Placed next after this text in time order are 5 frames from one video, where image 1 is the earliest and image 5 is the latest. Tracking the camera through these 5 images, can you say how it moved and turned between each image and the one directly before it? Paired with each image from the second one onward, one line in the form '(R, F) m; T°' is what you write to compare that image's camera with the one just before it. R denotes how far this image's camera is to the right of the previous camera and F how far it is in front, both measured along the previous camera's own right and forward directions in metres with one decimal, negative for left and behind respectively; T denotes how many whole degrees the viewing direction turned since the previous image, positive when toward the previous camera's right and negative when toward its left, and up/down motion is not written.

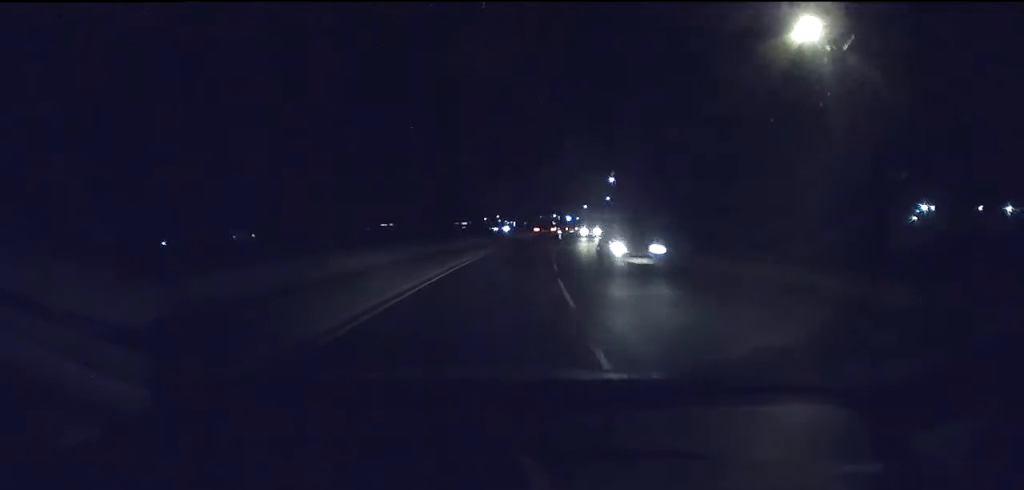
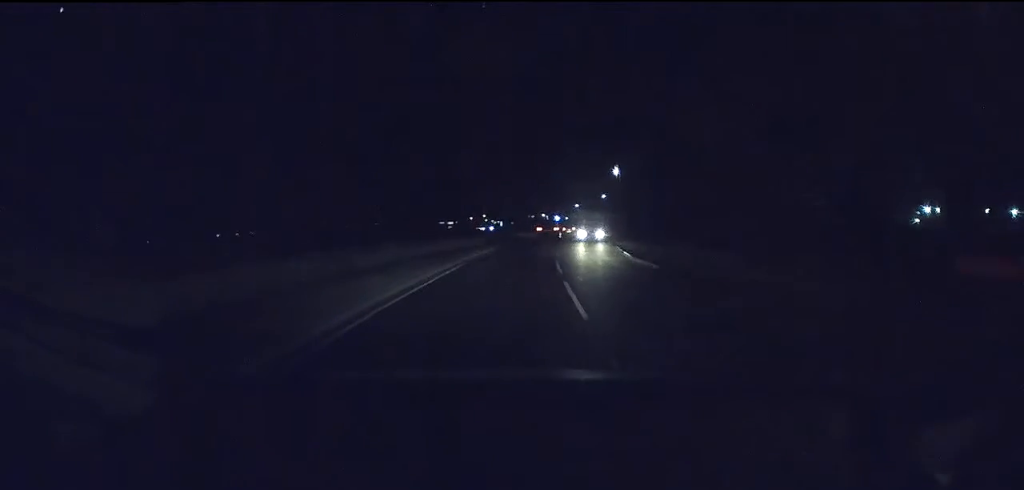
(-0.1, +6.9) m; +2°
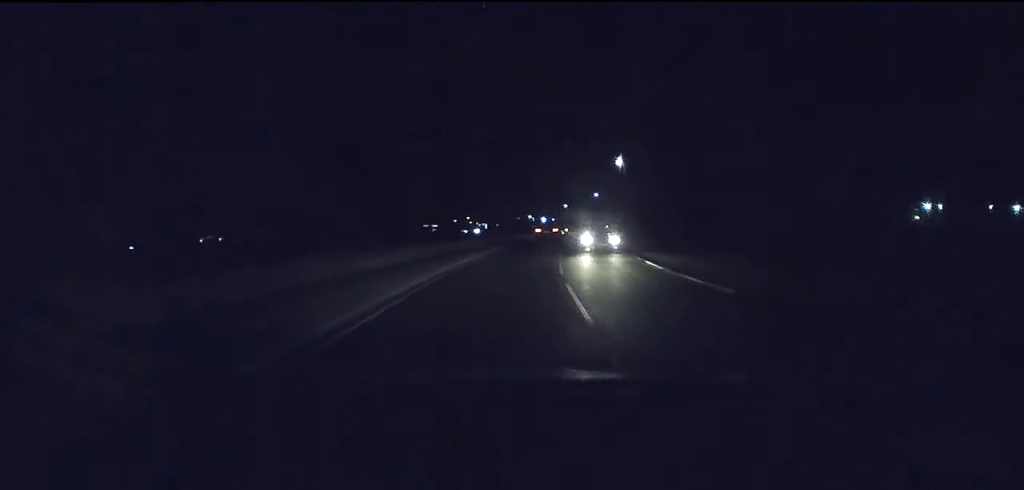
(+0.2, +6.3) m; +2°
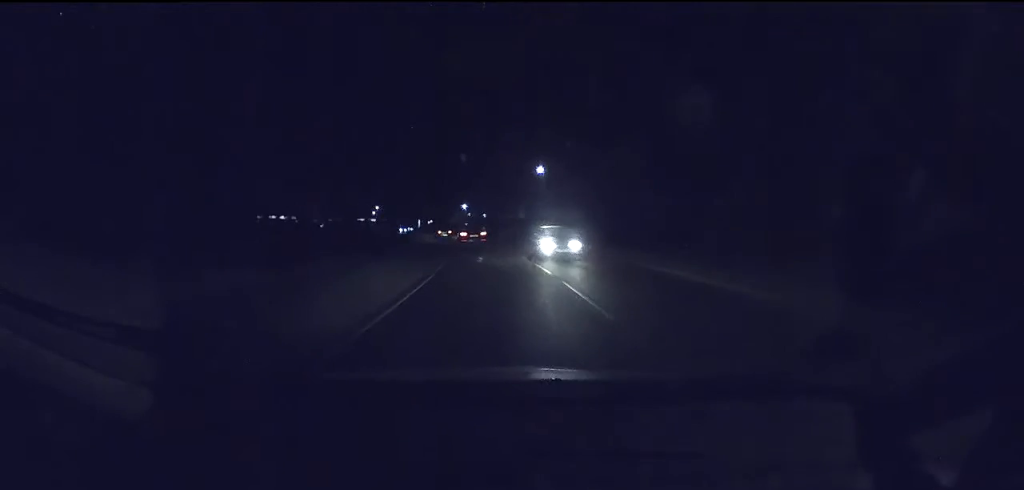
(+4.4, +66.2) m; +1°
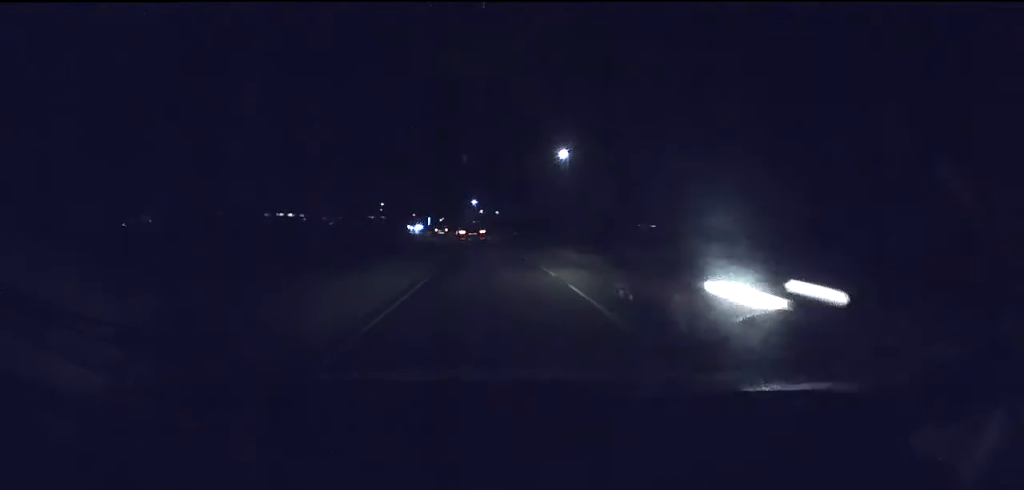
(0.0, +6.9) m; -2°
